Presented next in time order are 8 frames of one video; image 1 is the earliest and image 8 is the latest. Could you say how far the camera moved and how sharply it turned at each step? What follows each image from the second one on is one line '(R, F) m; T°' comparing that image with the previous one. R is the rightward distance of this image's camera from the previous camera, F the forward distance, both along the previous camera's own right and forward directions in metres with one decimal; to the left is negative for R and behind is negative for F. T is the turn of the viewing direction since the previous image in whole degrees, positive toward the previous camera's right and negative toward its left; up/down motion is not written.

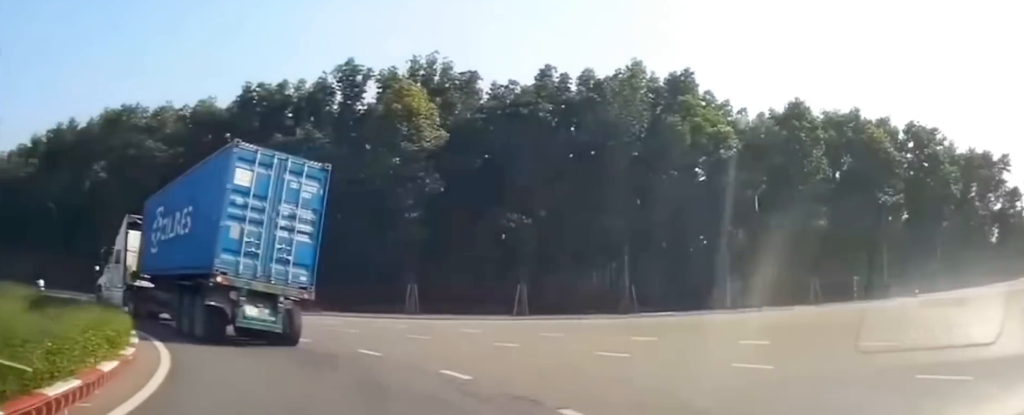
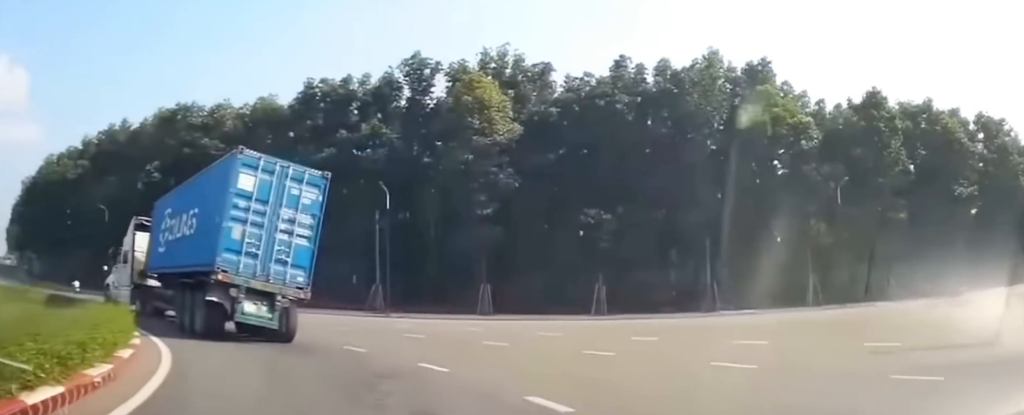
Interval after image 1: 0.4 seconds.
(-0.7, +2.8) m; -5°
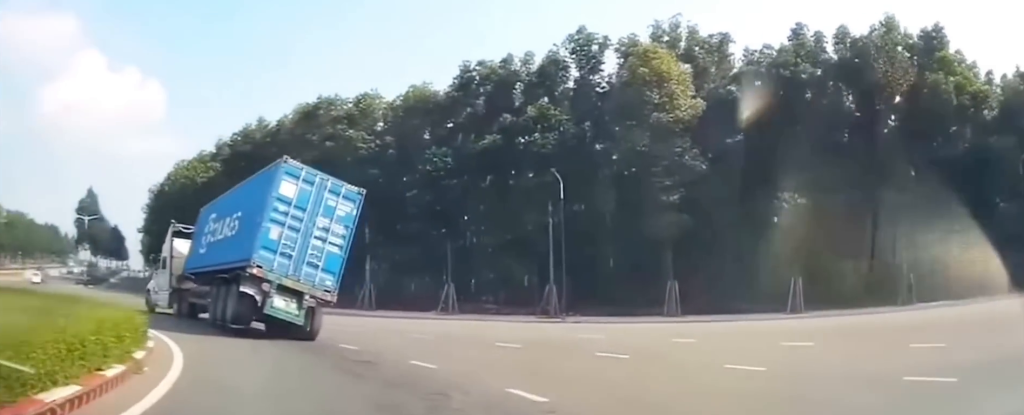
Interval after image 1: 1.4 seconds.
(-0.8, +6.5) m; -12°
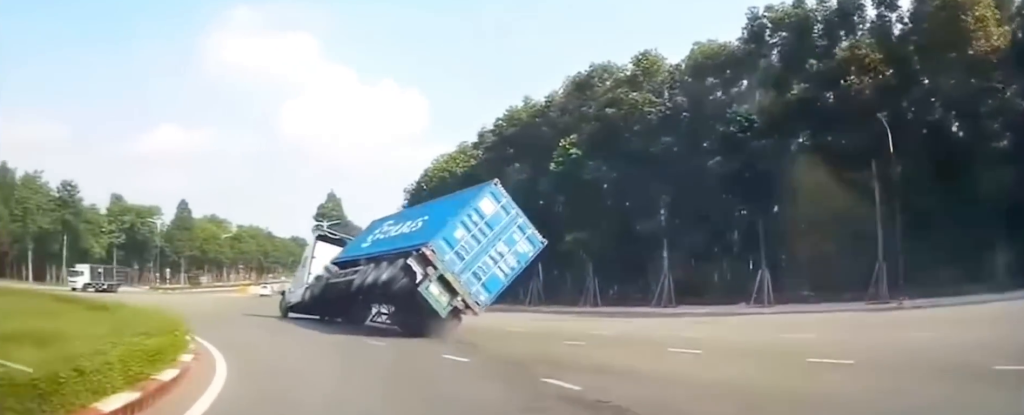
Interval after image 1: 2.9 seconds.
(-2.0, +11.0) m; -27°
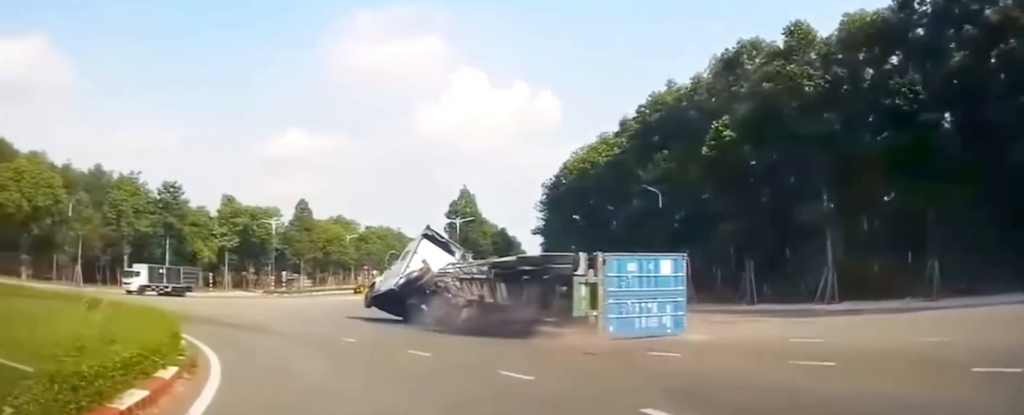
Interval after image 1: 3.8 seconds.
(-1.0, +6.4) m; -12°
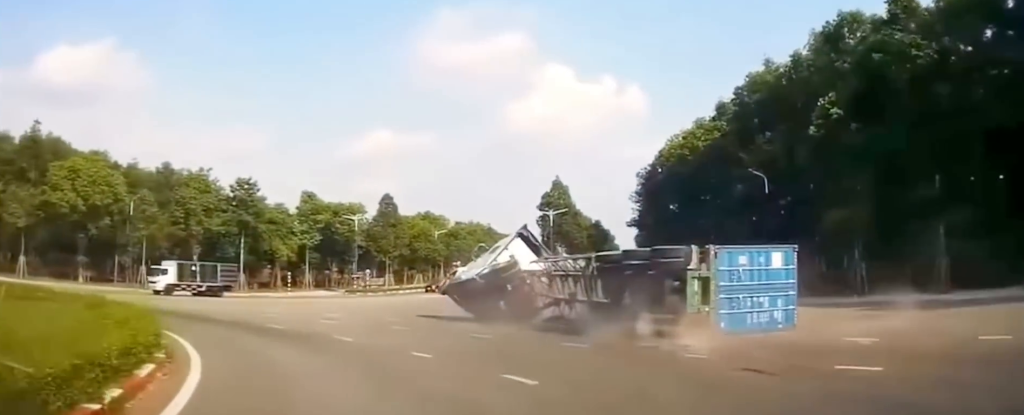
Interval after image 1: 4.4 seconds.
(-0.4, +4.8) m; -9°
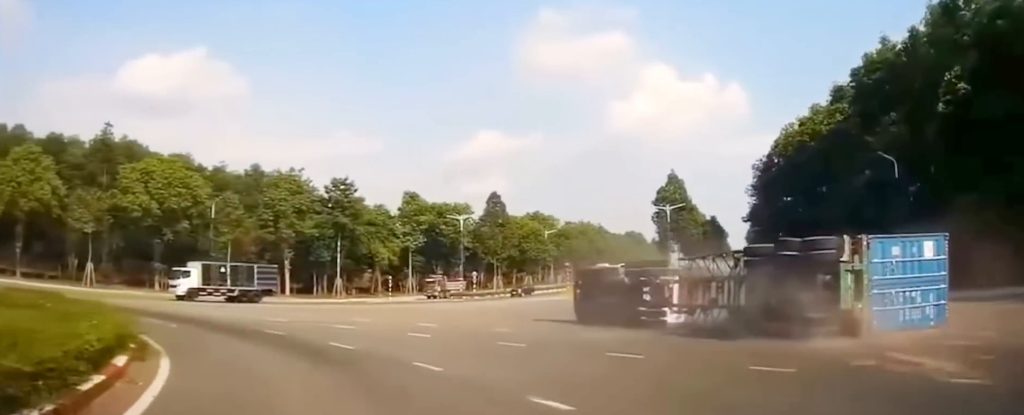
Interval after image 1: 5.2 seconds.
(-0.3, +5.8) m; -9°
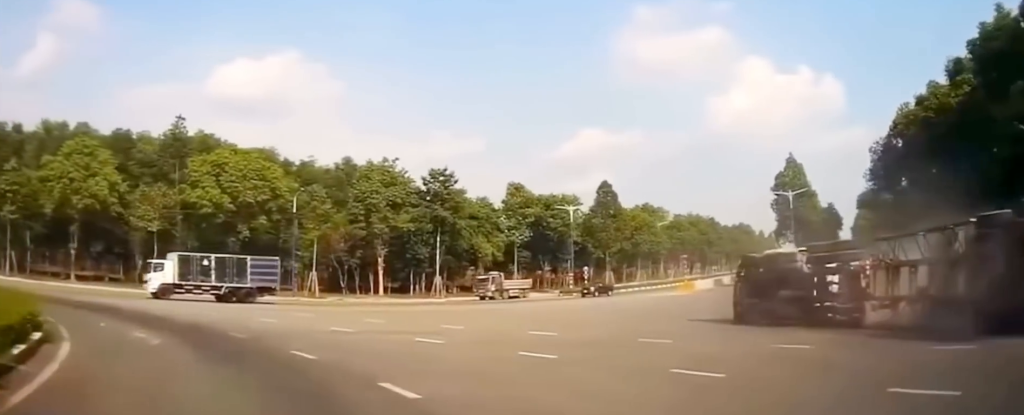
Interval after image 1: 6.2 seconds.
(-1.0, +7.9) m; -8°
